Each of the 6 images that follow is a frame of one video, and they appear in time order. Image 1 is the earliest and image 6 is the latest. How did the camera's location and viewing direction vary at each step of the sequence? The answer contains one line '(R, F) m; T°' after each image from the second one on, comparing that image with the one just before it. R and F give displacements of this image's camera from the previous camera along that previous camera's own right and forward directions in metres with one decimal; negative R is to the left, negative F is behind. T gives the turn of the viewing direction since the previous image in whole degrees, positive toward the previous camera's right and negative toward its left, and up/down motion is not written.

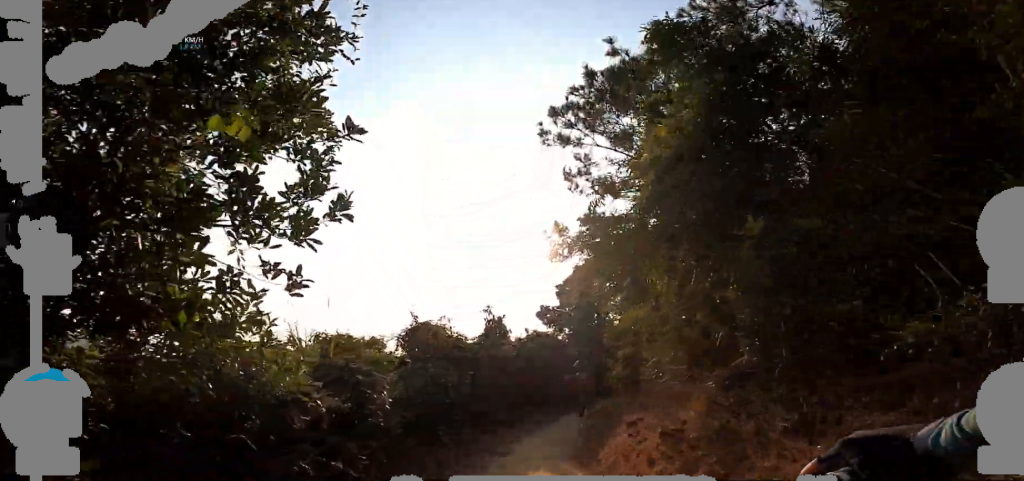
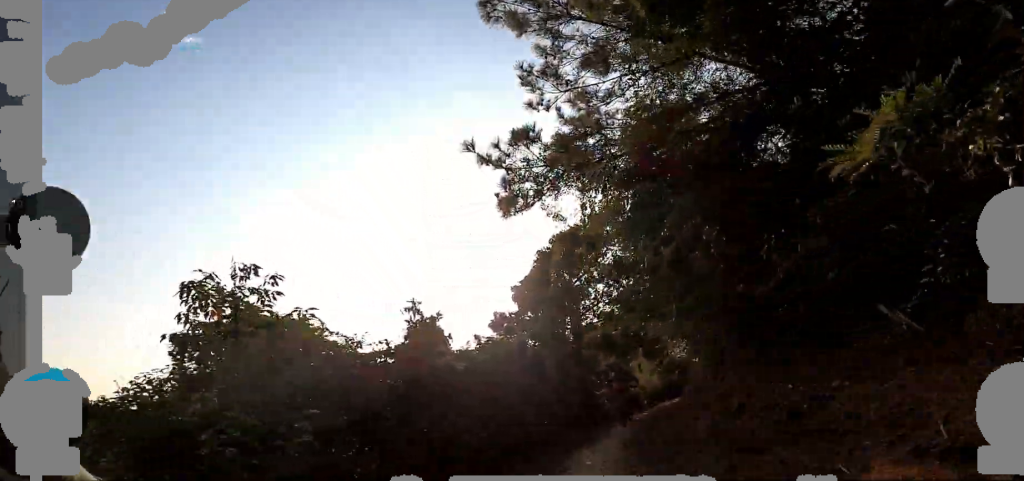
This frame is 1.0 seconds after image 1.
(-0.5, +3.8) m; +4°
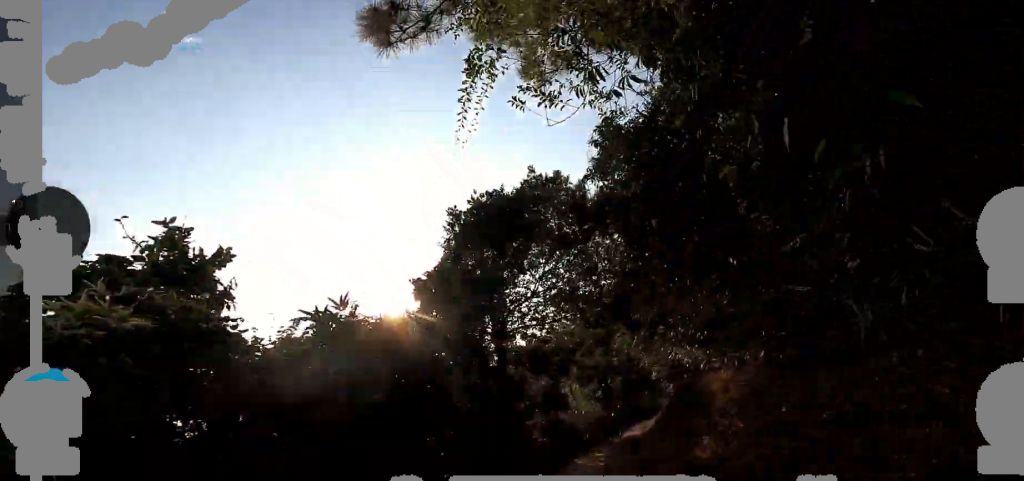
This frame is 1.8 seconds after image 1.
(+0.4, +3.5) m; +17°
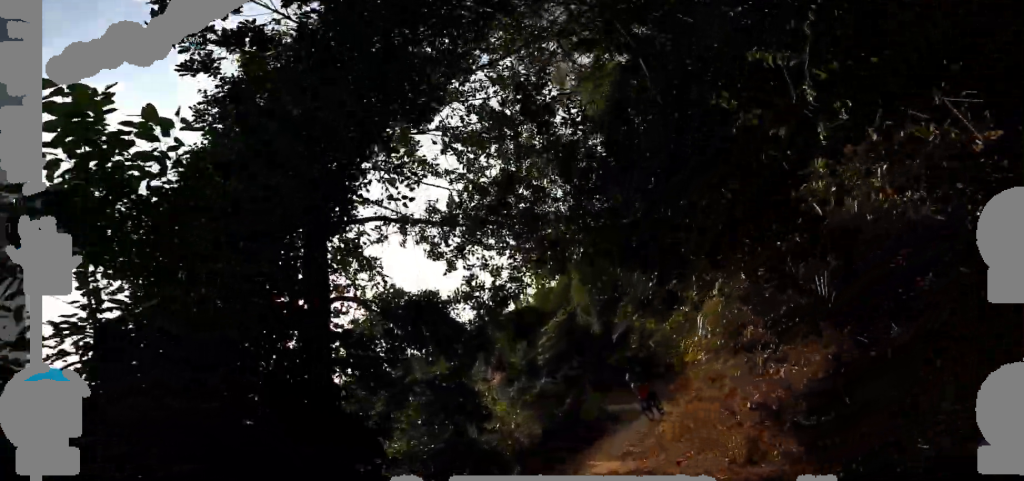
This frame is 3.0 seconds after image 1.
(+0.9, +5.5) m; +3°
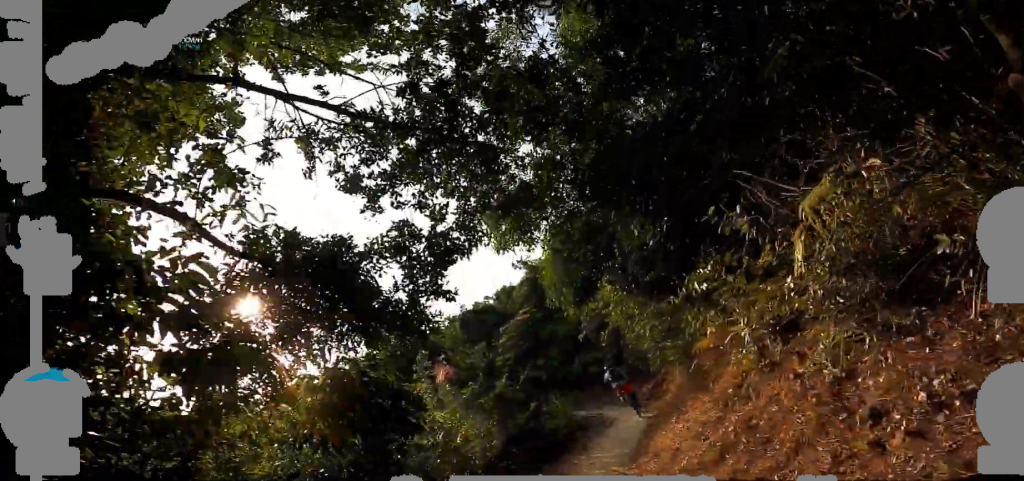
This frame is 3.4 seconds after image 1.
(-0.1, +1.8) m; -4°
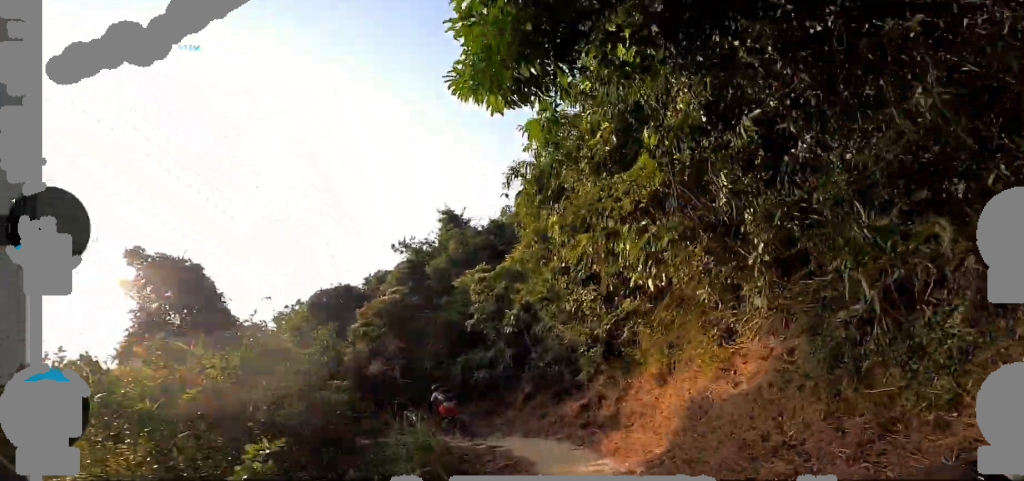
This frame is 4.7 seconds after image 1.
(0.0, +5.1) m; +7°
